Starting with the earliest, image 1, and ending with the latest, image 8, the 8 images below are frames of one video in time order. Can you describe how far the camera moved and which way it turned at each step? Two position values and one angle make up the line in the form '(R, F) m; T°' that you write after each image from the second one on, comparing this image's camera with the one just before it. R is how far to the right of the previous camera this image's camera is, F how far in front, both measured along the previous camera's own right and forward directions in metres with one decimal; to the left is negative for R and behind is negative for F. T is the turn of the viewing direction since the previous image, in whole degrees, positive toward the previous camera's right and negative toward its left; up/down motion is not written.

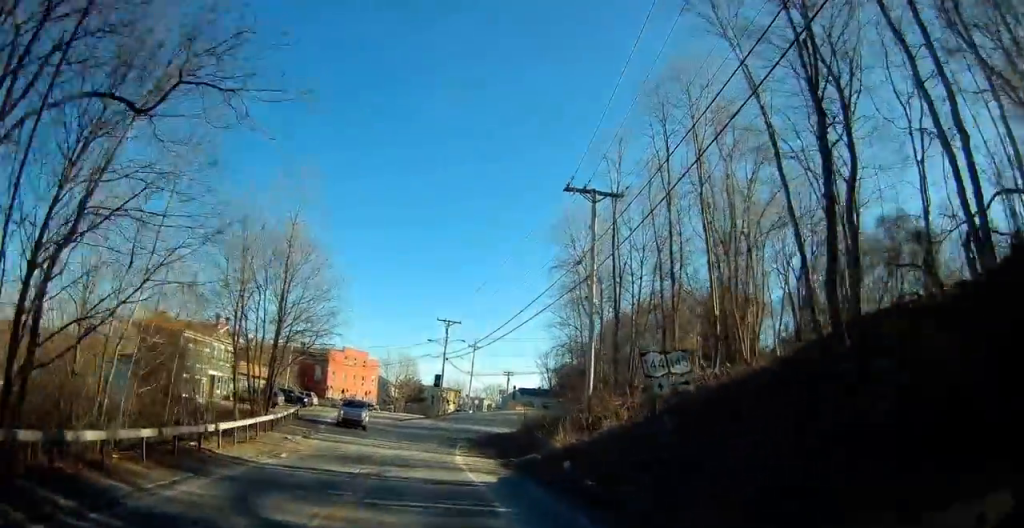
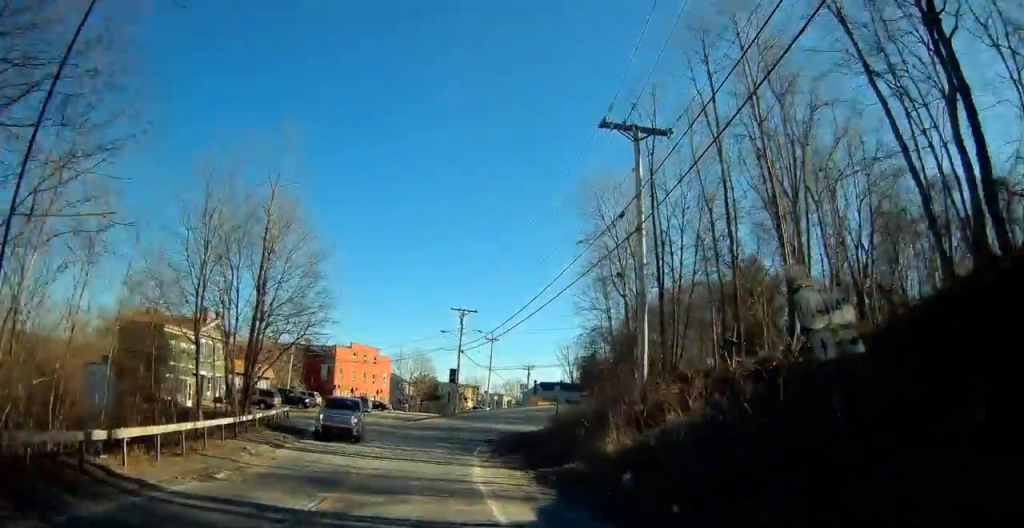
(-0.1, +6.1) m; 0°
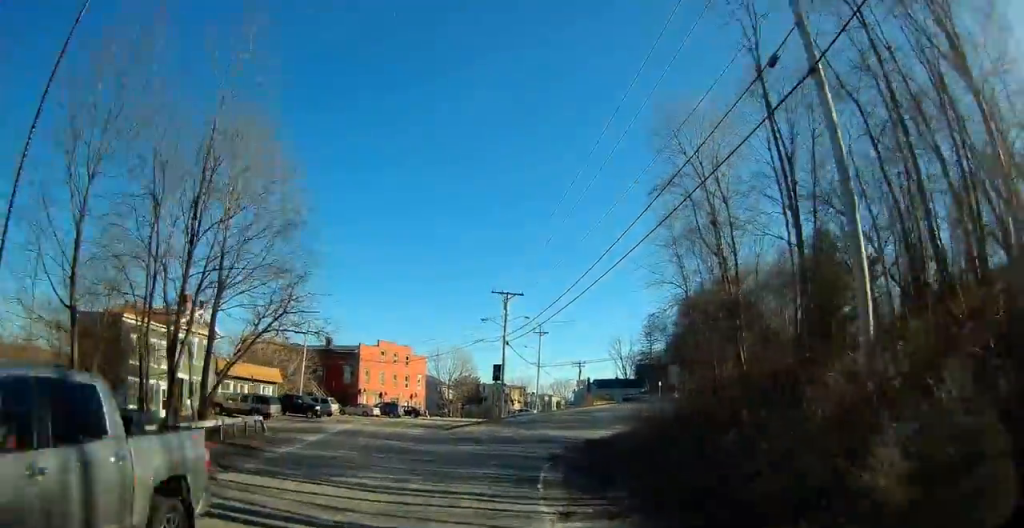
(+0.1, +10.8) m; -3°
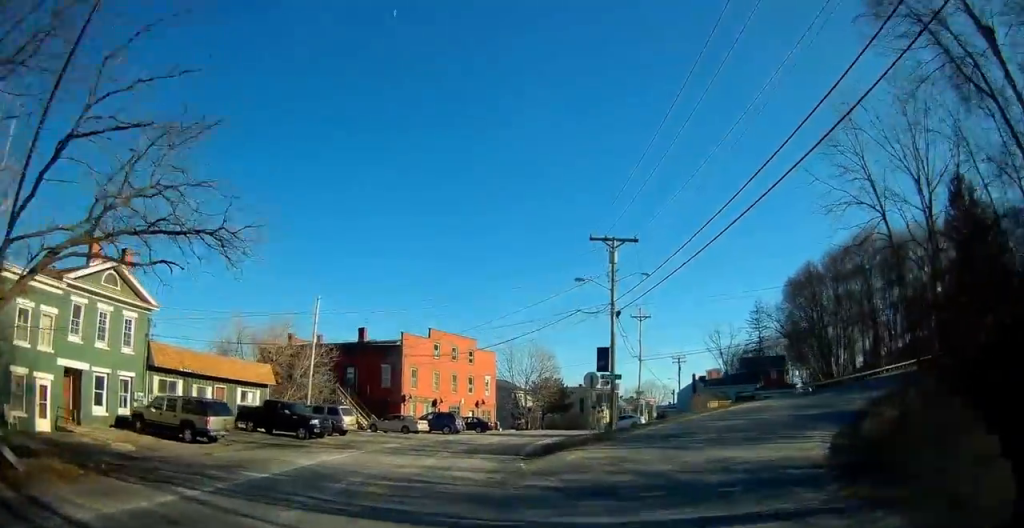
(-1.7, +18.3) m; -10°
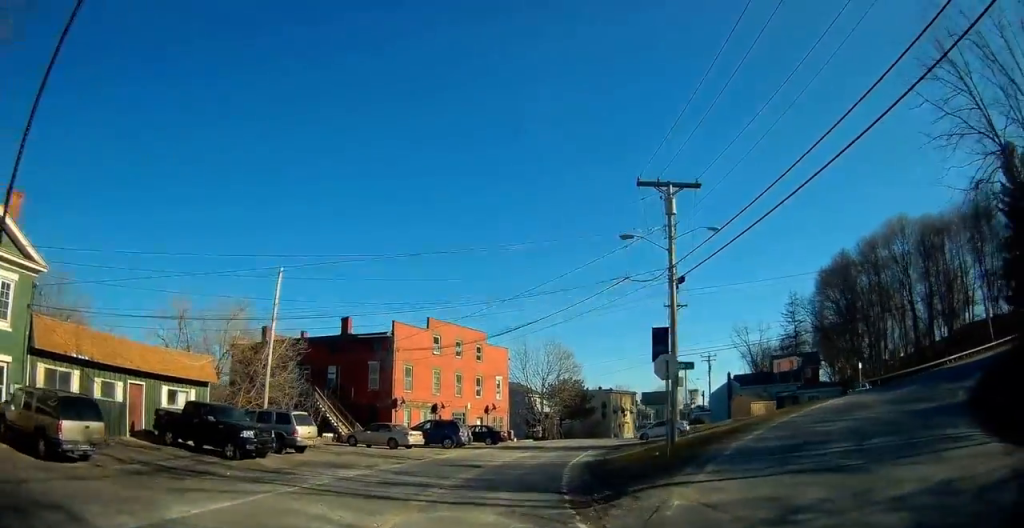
(-0.3, +9.7) m; -1°
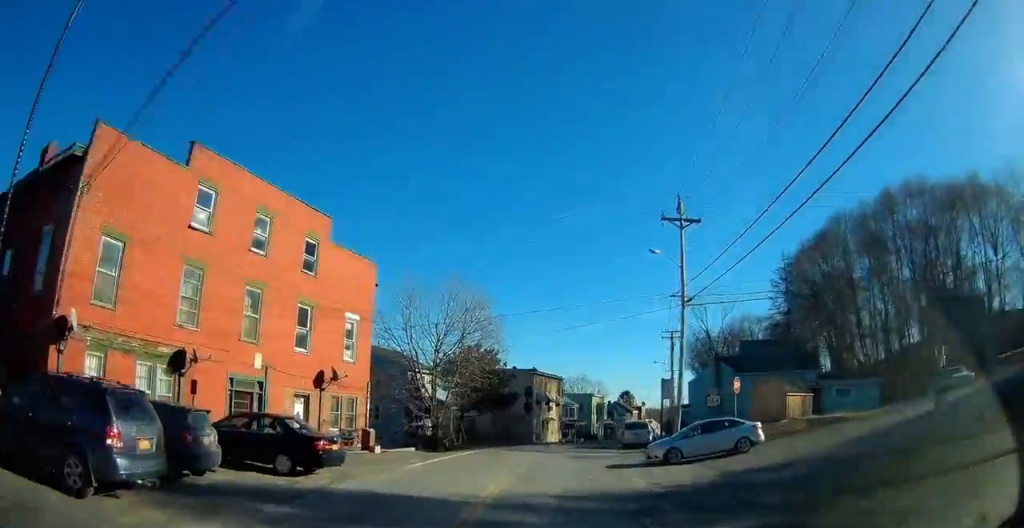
(+2.8, +26.2) m; +15°
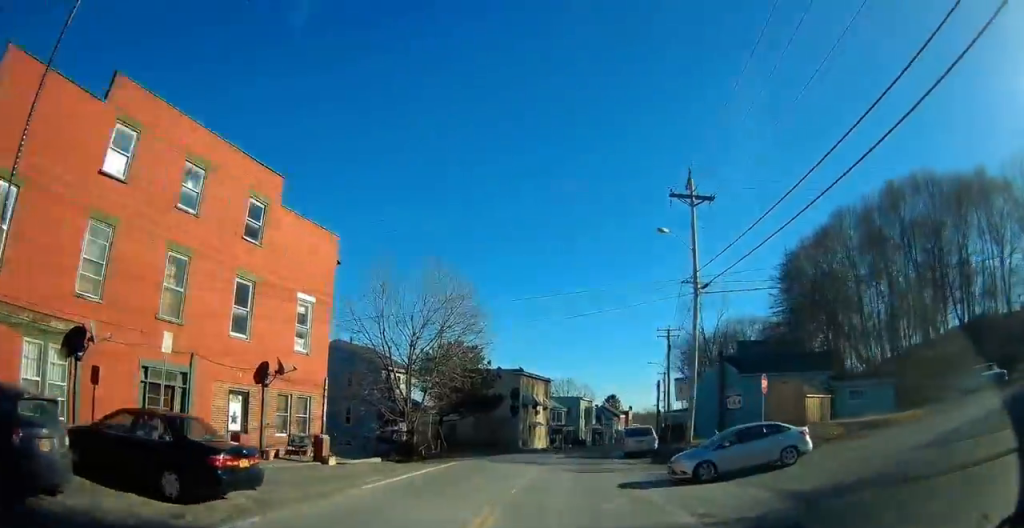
(+0.1, +4.5) m; +3°
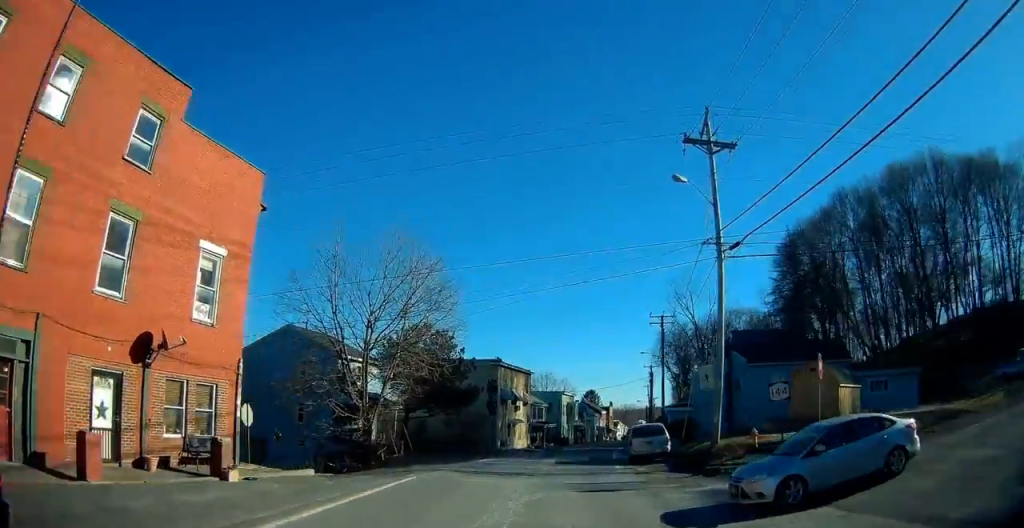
(+0.2, +6.1) m; +3°
